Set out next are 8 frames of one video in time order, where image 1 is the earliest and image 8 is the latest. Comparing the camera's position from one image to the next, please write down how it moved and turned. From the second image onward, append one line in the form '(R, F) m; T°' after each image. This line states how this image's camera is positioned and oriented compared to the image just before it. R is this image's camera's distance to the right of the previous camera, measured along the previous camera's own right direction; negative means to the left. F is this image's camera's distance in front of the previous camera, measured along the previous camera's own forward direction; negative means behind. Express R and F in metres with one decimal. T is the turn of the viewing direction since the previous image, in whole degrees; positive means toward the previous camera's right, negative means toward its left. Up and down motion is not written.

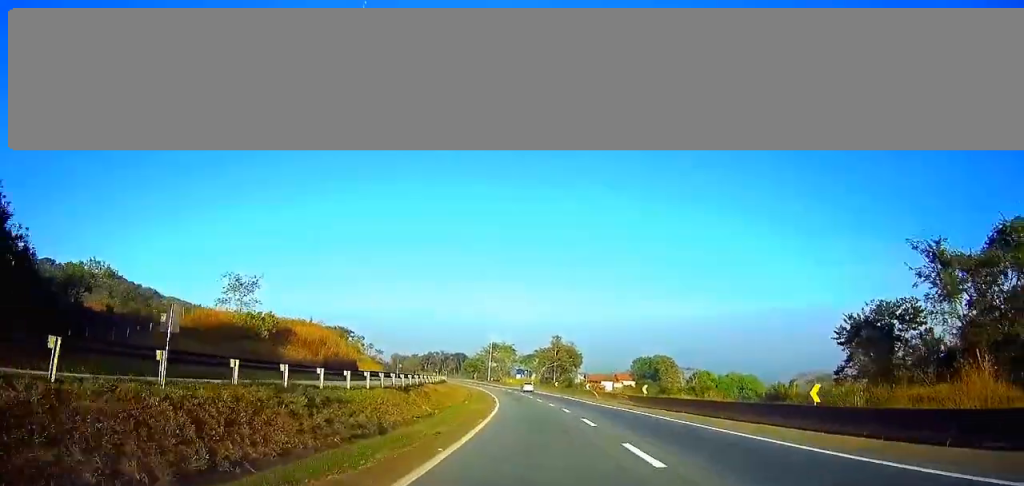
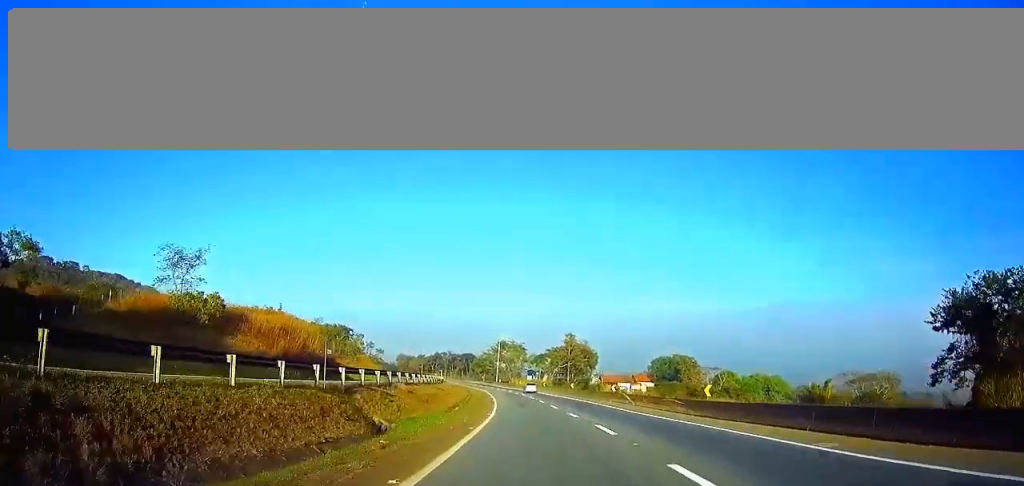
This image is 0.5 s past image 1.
(-0.1, +16.4) m; -1°
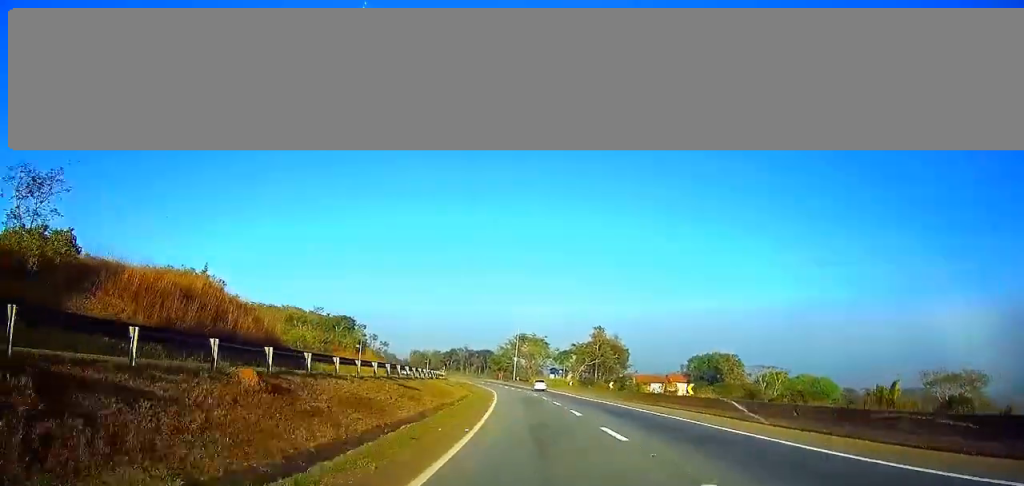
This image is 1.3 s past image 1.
(-0.4, +25.1) m; -1°
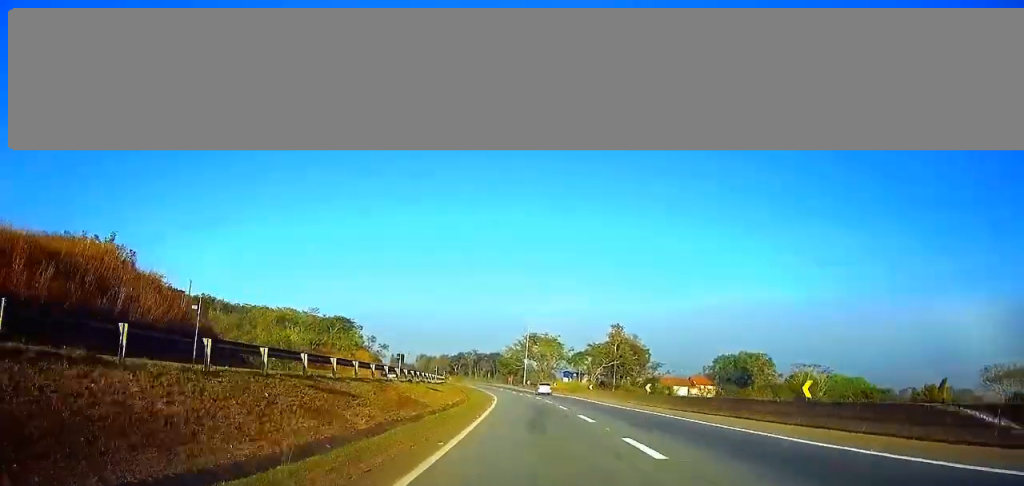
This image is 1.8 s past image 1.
(-0.1, +16.4) m; -1°
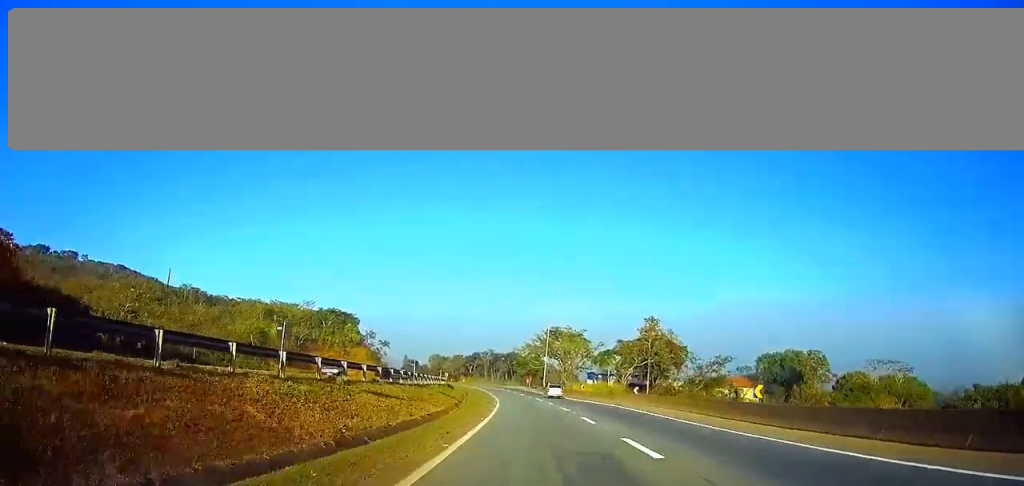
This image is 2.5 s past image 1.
(+0.1, +22.9) m; -1°
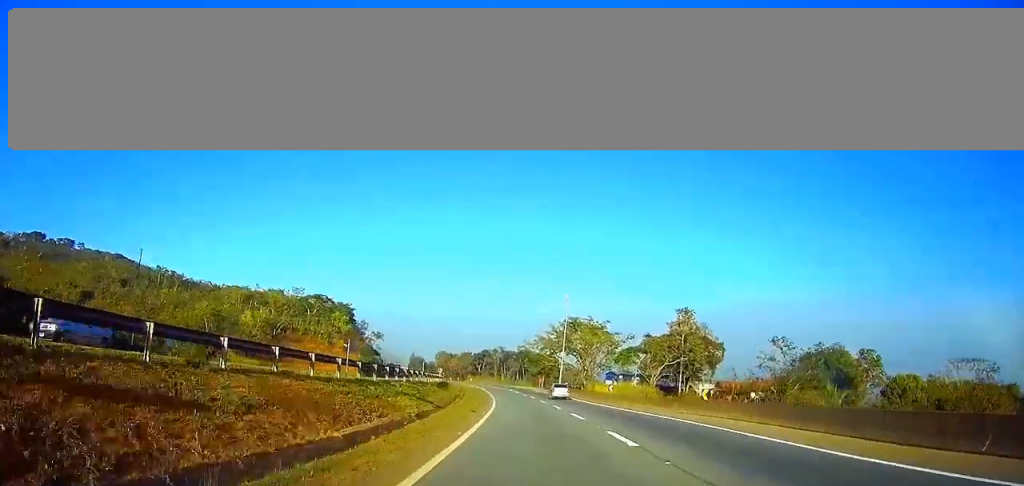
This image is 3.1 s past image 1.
(-0.4, +20.7) m; -2°
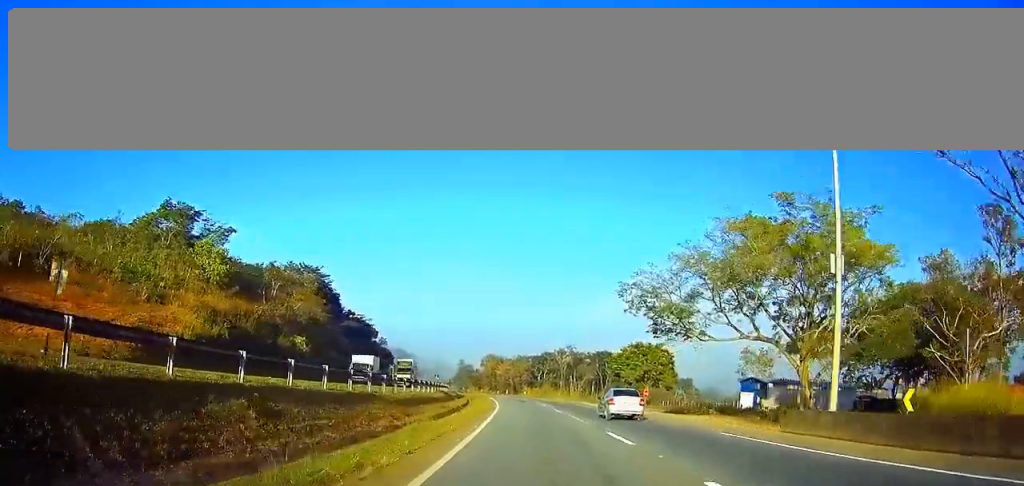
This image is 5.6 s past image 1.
(-5.1, +80.1) m; -7°
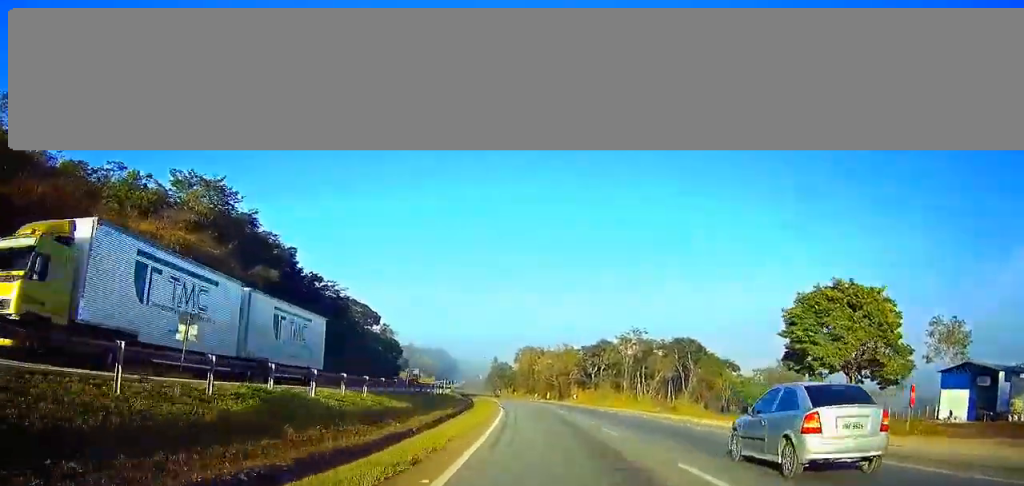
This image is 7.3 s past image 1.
(-1.8, +55.3) m; -3°
